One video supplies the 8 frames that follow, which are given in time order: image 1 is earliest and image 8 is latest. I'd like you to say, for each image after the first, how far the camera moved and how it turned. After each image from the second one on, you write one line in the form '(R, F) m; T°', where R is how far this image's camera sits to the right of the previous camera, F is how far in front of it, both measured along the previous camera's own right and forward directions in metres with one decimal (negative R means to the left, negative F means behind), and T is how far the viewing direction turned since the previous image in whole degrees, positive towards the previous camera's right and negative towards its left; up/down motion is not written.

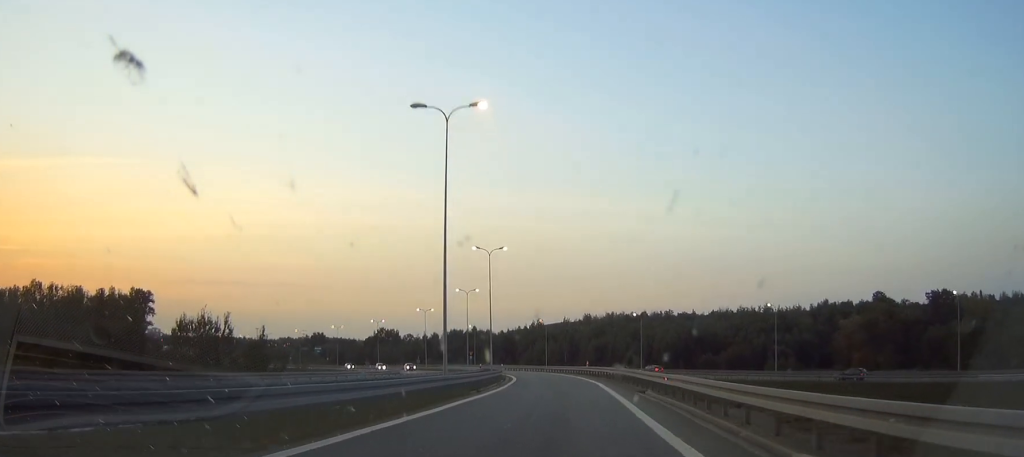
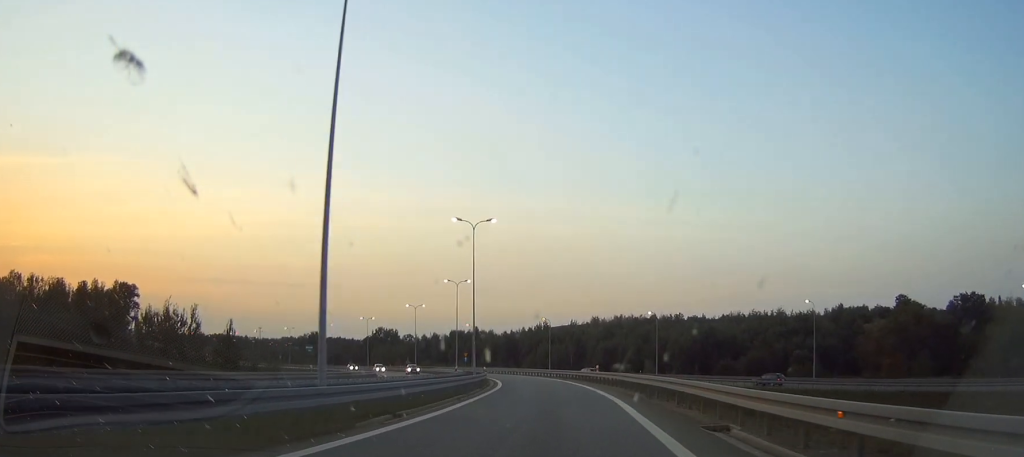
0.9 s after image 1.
(0.0, +16.0) m; 0°
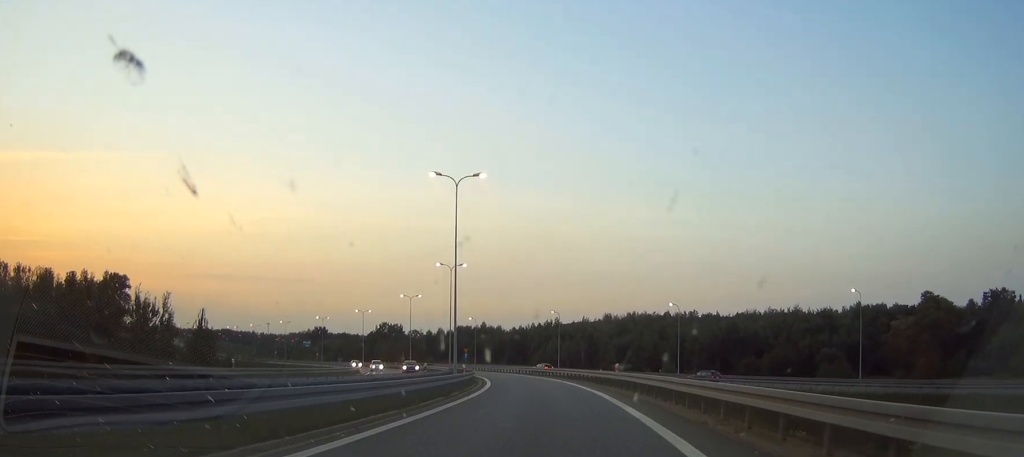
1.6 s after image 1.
(-0.1, +13.2) m; -1°
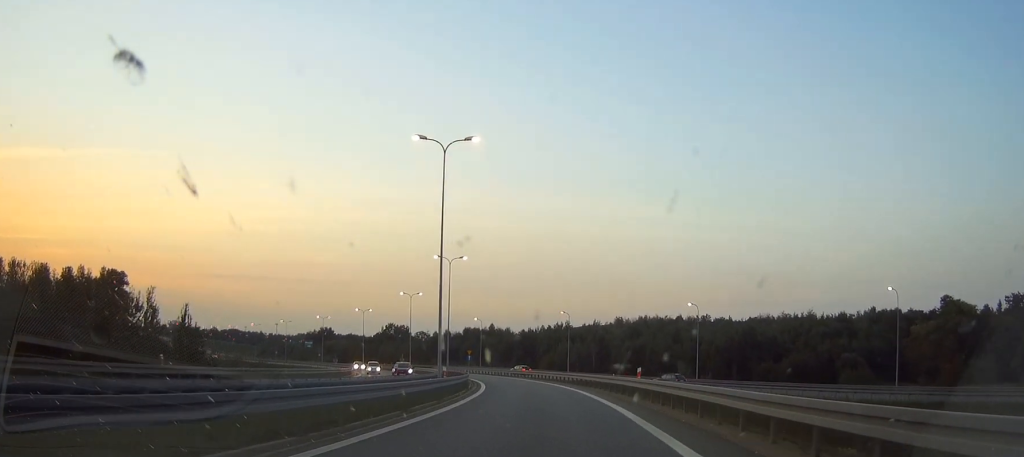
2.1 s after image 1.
(0.0, +7.9) m; -1°
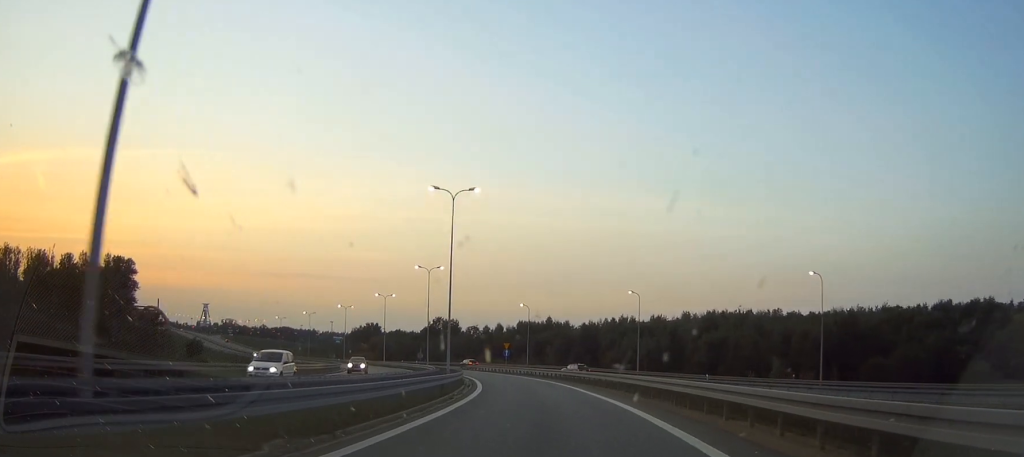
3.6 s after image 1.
(-1.2, +28.8) m; -4°
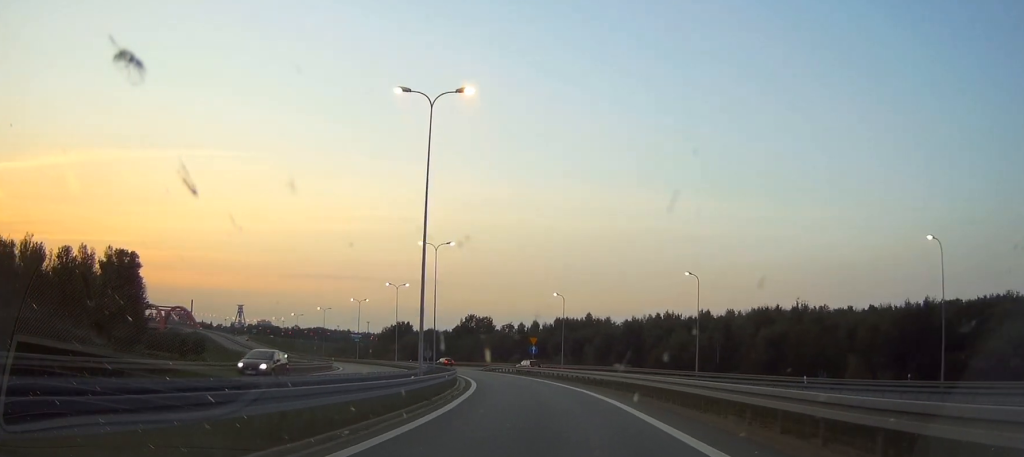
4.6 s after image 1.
(-0.2, +18.1) m; -3°
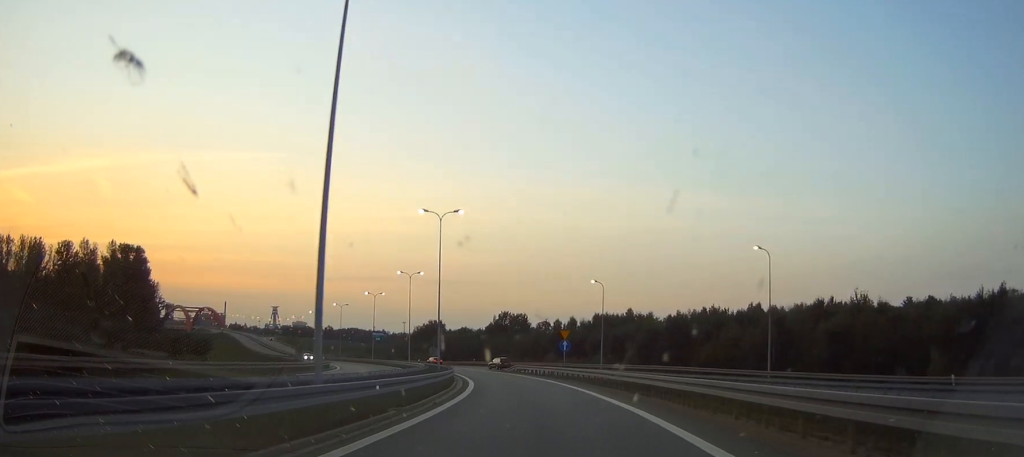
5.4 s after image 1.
(-0.5, +15.2) m; -2°
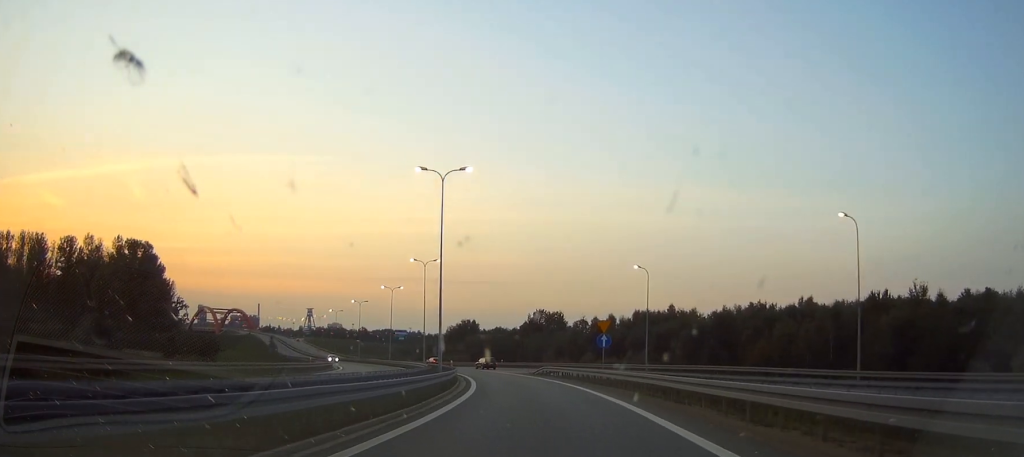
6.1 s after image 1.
(-0.3, +12.7) m; -8°
